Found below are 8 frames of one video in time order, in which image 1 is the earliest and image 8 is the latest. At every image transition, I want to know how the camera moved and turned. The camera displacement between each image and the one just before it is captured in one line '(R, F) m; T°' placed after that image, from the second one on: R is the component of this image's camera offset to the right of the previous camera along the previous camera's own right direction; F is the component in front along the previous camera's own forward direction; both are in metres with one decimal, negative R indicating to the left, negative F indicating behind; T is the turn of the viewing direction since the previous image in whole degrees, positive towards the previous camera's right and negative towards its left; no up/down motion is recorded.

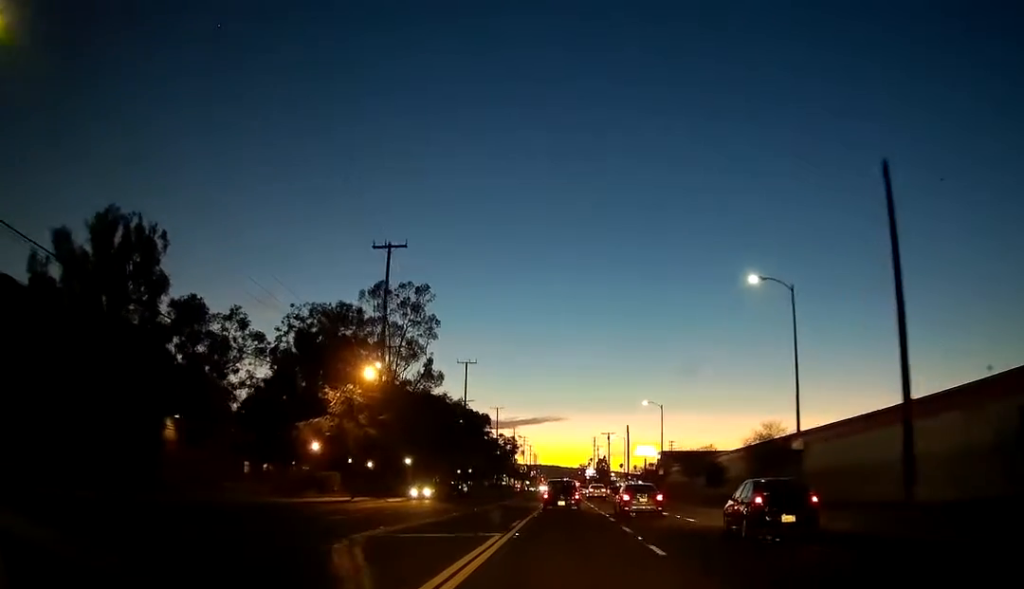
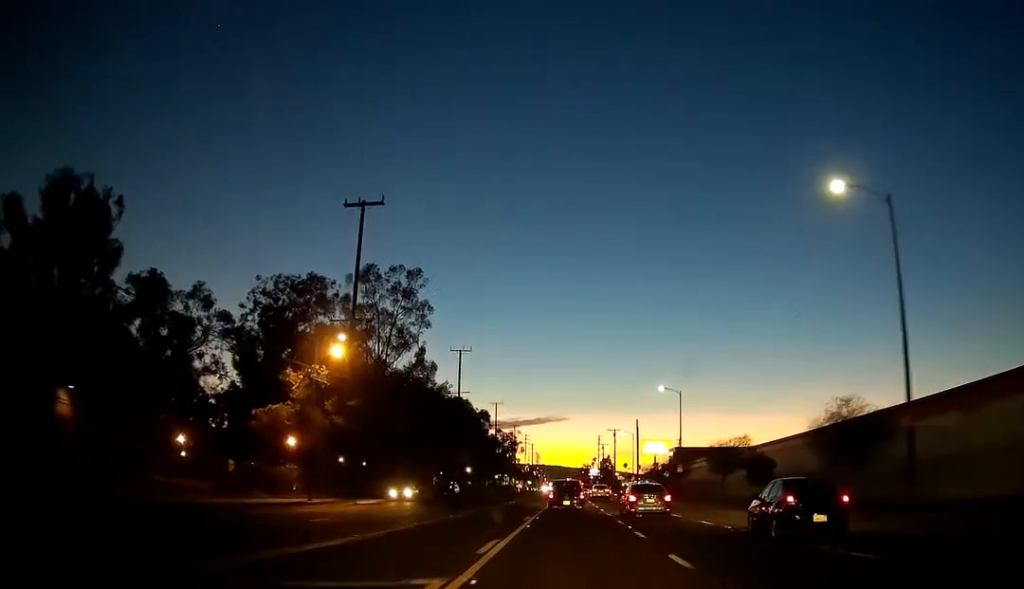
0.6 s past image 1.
(-0.1, +9.3) m; 0°
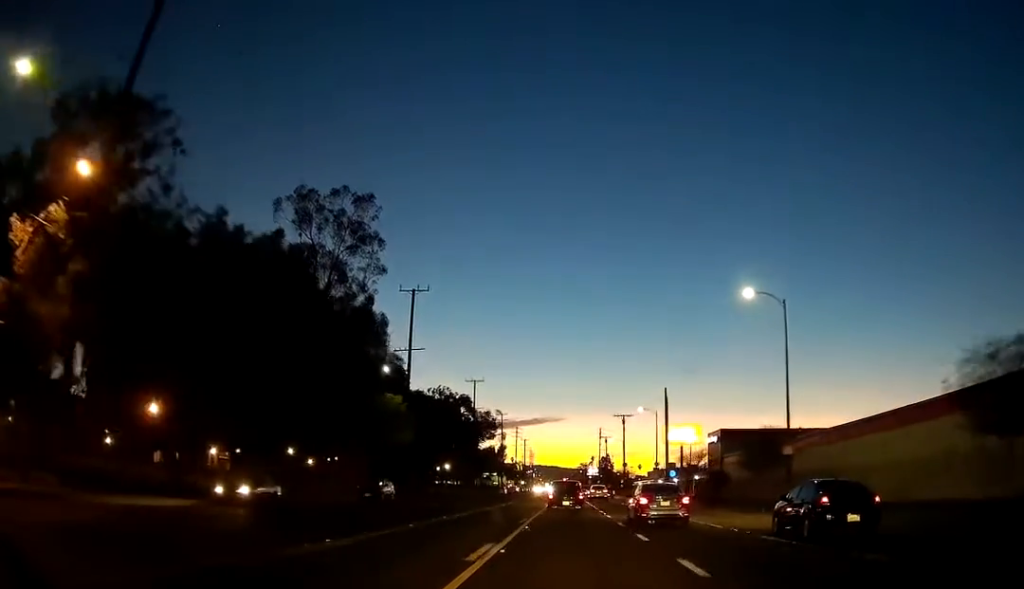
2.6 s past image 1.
(+0.2, +30.4) m; +1°
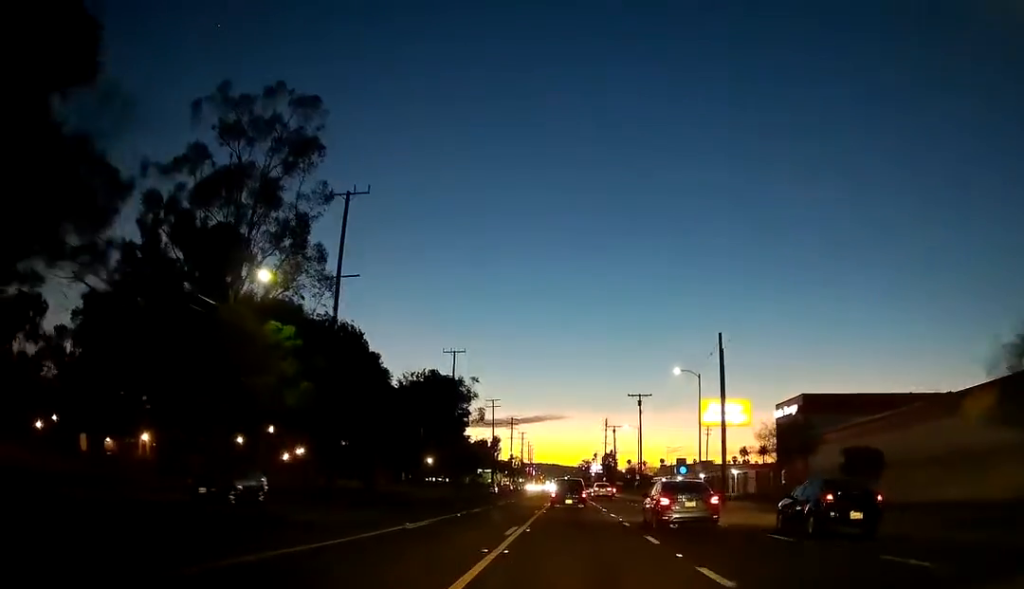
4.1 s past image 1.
(0.0, +23.7) m; 0°
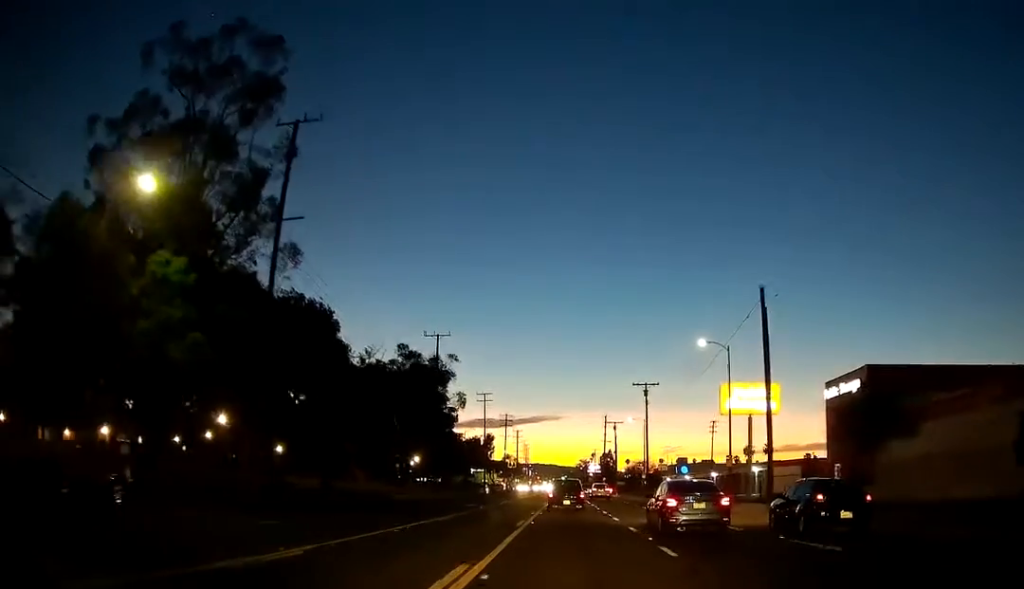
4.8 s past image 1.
(-0.1, +11.0) m; 0°
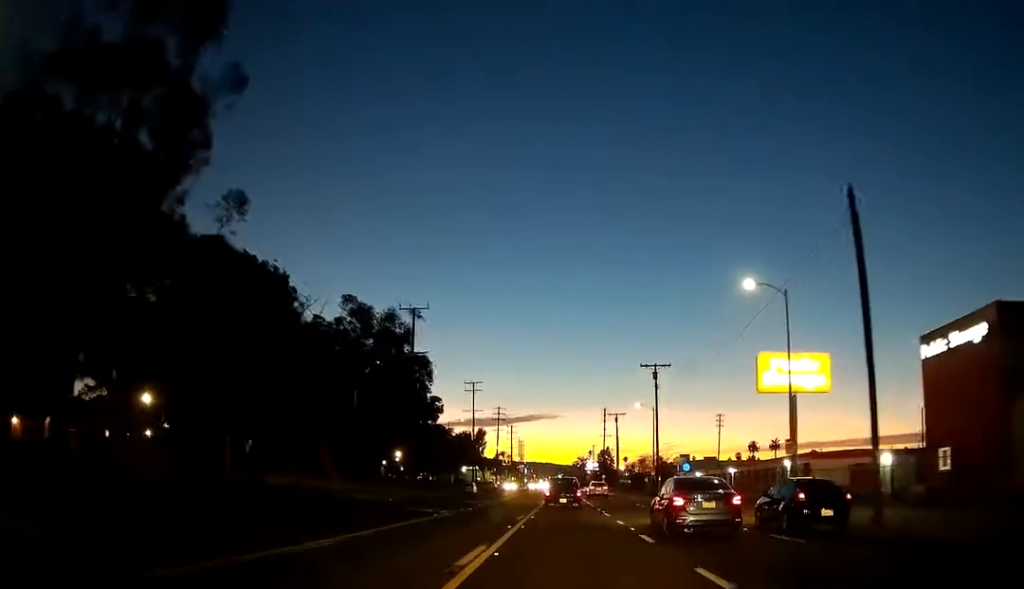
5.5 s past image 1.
(0.0, +12.6) m; 0°
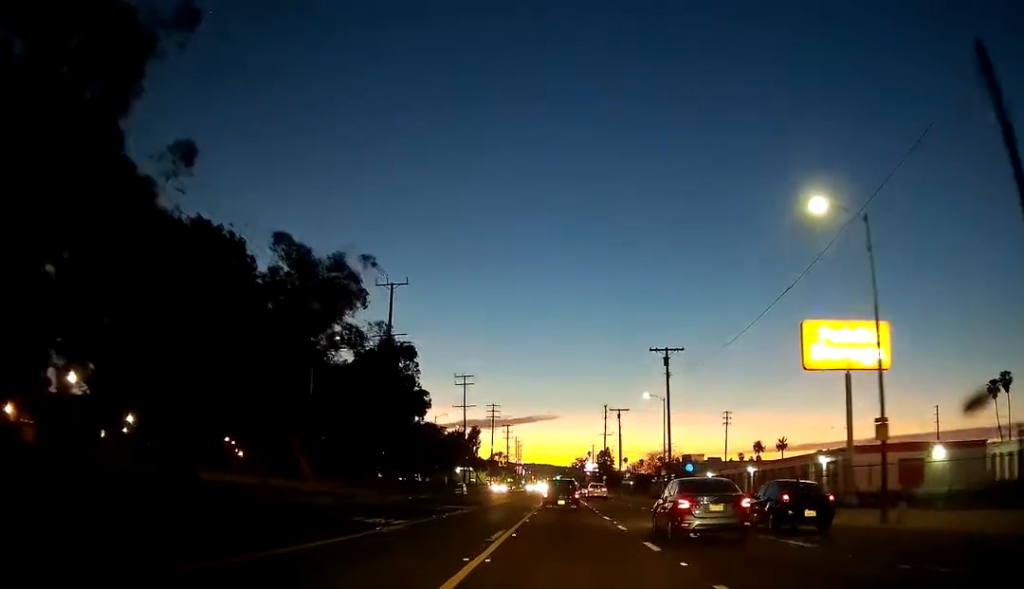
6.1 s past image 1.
(0.0, +9.3) m; 0°
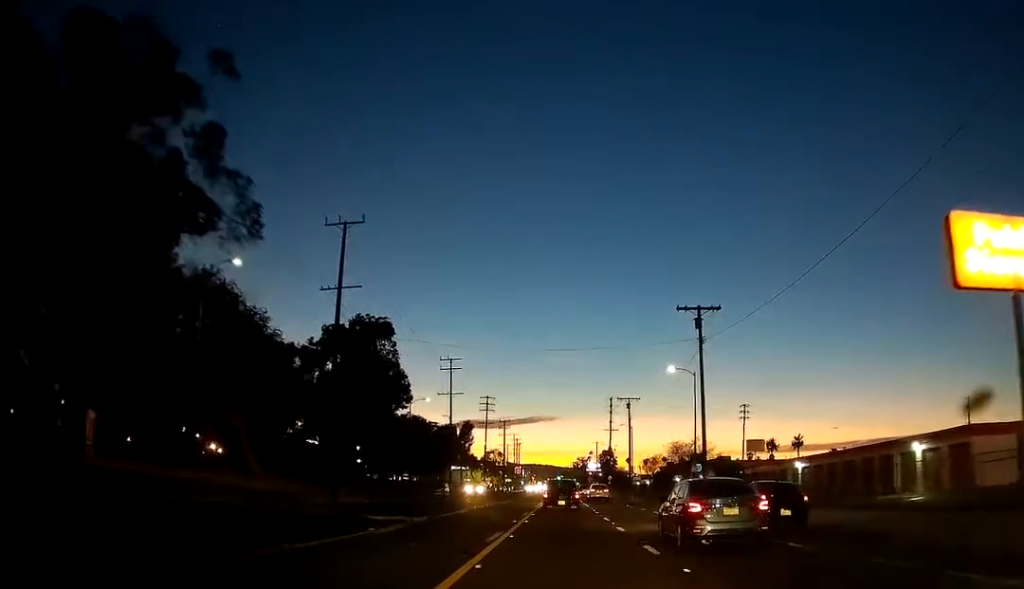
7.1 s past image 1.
(0.0, +15.7) m; 0°
